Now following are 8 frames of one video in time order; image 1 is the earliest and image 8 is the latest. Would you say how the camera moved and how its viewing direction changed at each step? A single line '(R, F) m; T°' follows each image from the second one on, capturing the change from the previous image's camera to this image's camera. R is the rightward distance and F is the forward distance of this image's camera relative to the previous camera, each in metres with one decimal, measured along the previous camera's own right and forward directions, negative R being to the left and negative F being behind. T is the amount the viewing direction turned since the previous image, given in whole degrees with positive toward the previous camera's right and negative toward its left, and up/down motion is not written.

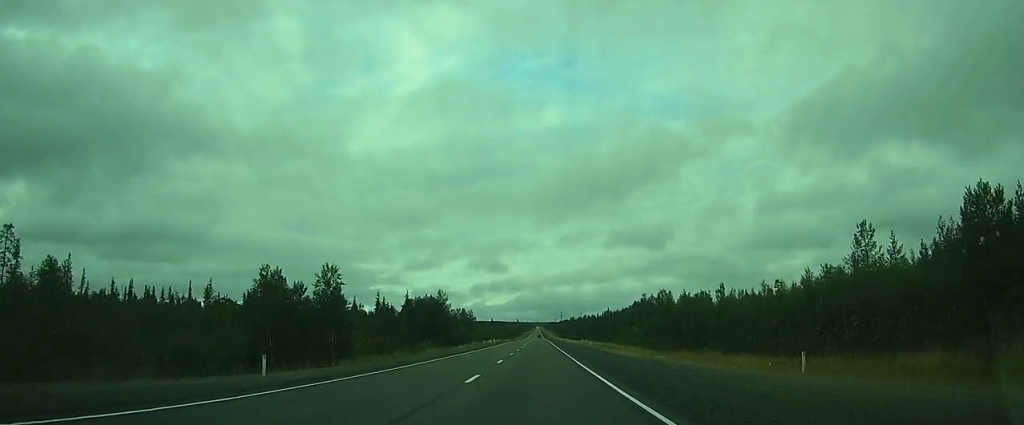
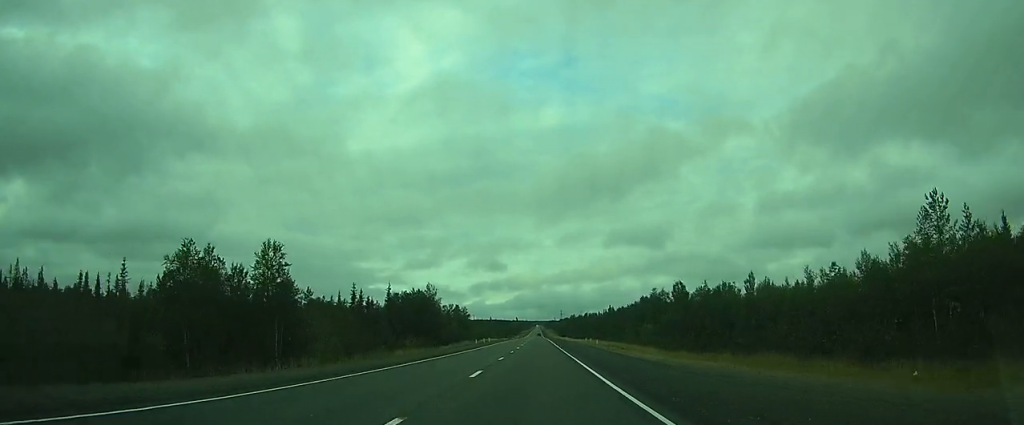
(0.0, +10.6) m; 0°
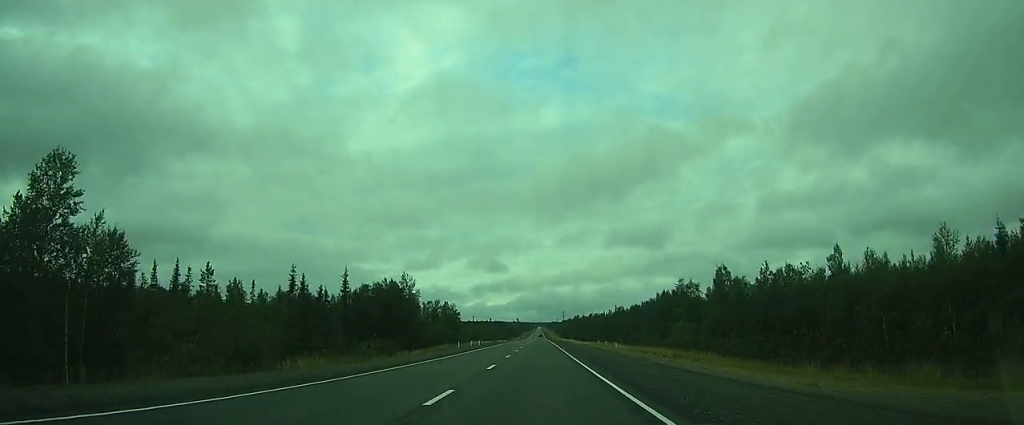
(0.0, +18.8) m; 0°
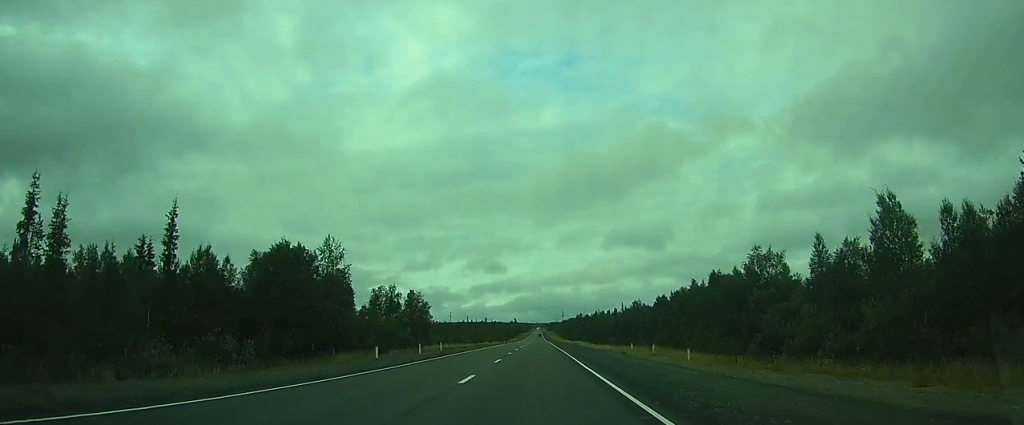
(0.0, +30.7) m; 0°
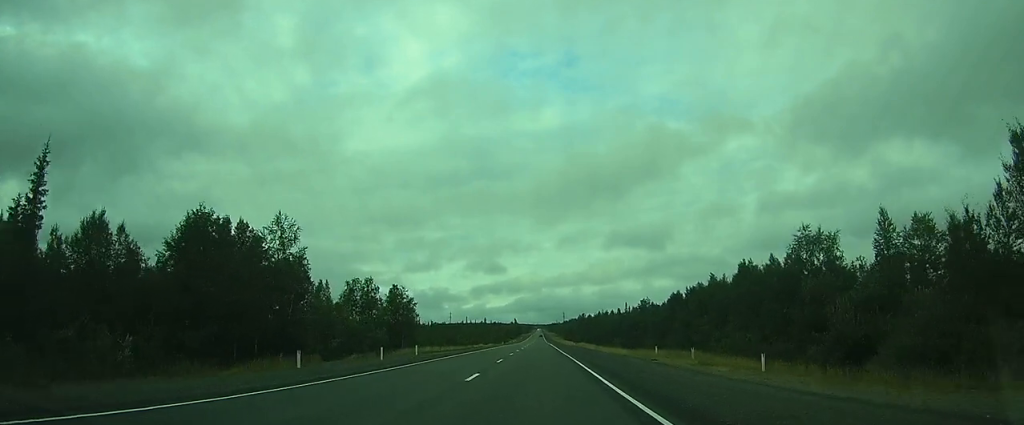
(-0.1, +10.4) m; 0°
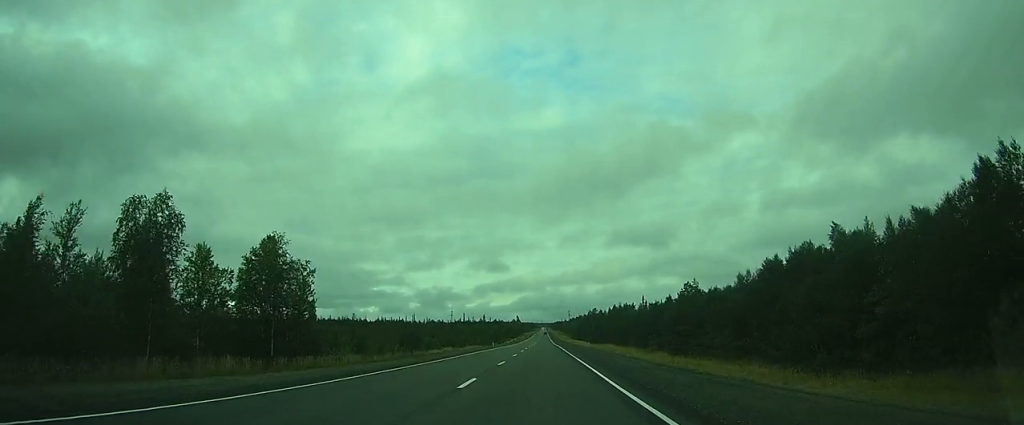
(-0.1, +37.2) m; 0°
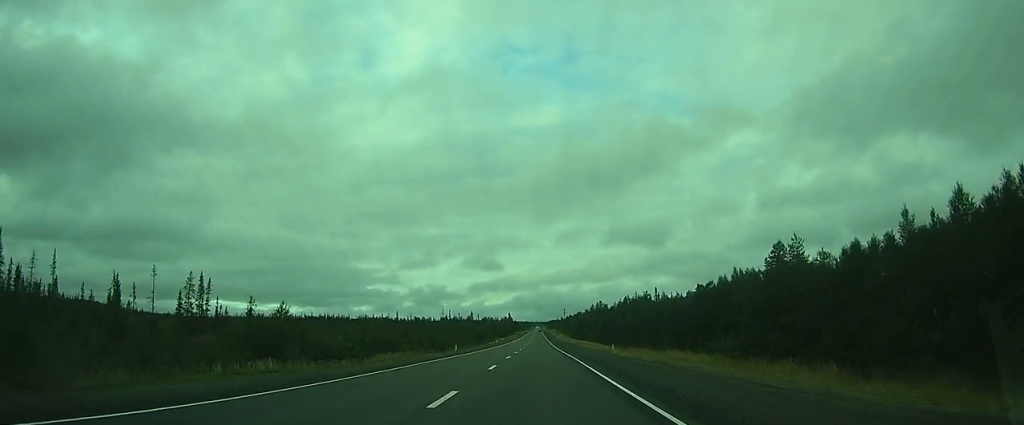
(+0.2, +39.1) m; 0°
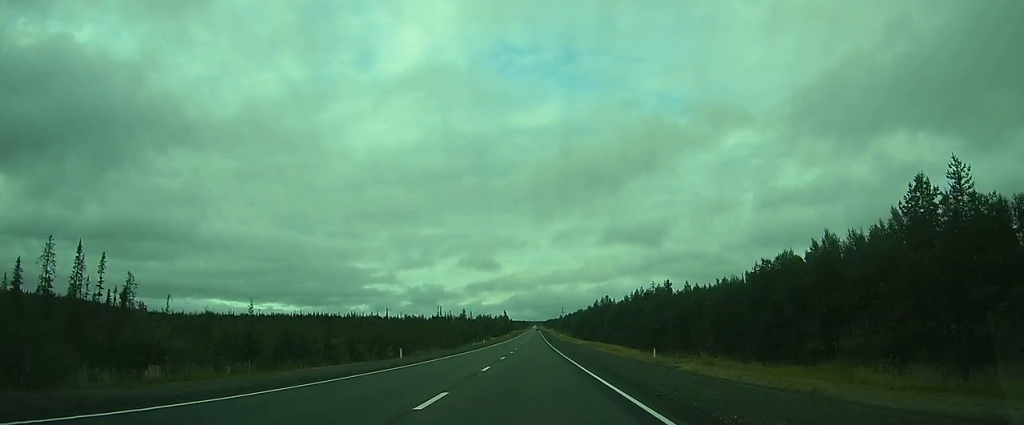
(0.0, +23.5) m; +1°
